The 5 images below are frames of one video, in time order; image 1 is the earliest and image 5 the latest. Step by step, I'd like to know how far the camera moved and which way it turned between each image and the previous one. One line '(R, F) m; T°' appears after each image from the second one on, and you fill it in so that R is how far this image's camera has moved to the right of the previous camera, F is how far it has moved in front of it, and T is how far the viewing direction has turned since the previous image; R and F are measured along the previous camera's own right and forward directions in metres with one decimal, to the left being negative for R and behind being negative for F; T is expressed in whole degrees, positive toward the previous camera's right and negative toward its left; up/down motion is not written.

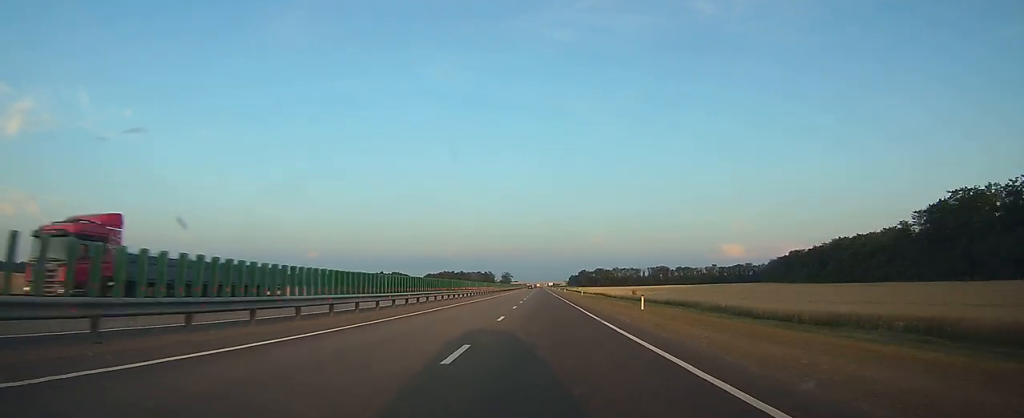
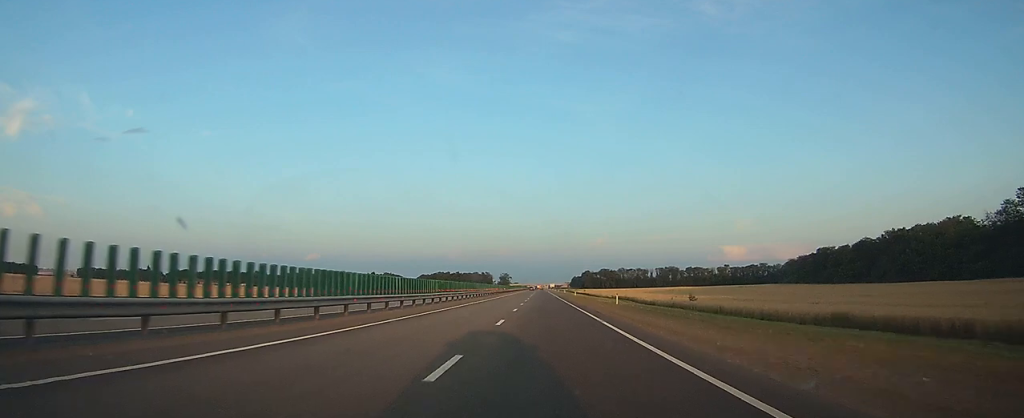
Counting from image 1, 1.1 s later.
(0.0, +37.3) m; 0°
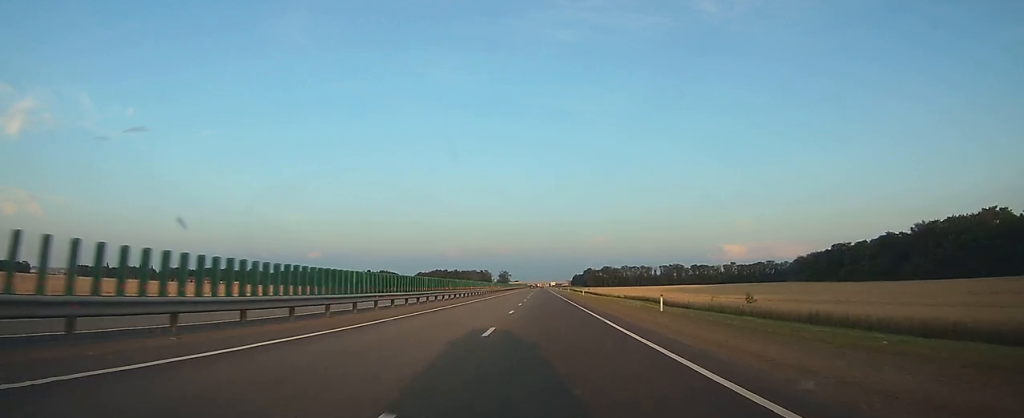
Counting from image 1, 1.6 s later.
(-0.1, +17.0) m; 0°
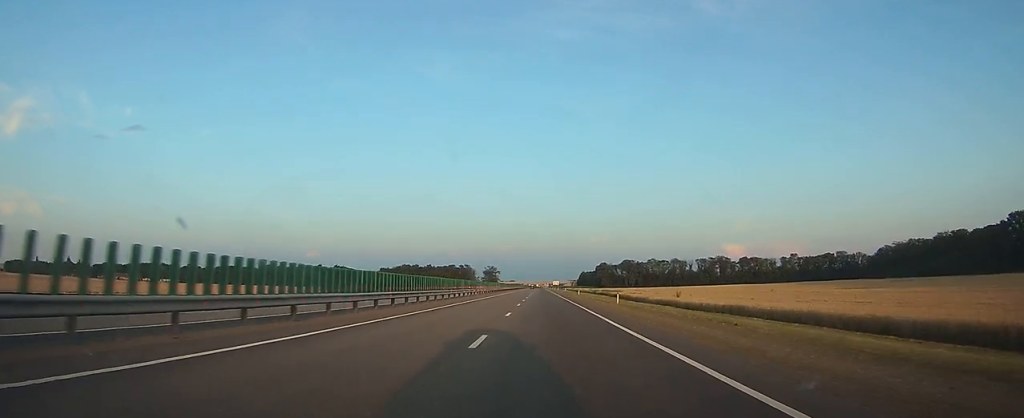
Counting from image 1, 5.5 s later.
(-0.1, +133.7) m; 0°
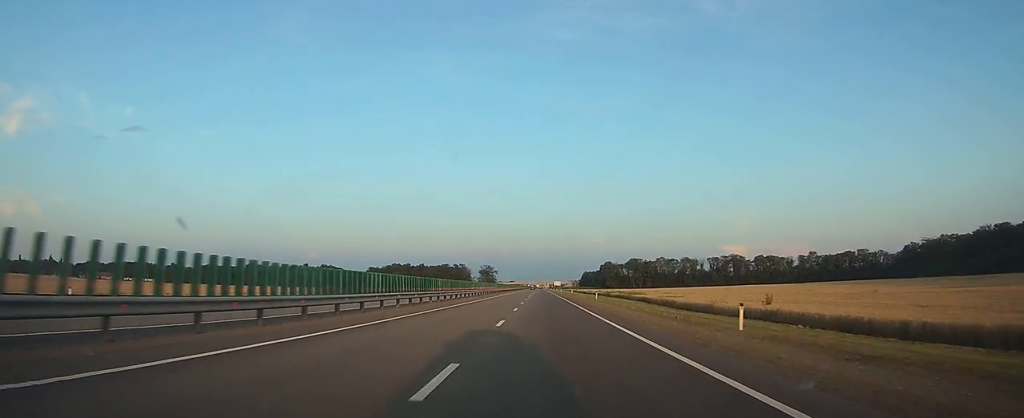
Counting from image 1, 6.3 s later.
(0.0, +28.9) m; 0°
